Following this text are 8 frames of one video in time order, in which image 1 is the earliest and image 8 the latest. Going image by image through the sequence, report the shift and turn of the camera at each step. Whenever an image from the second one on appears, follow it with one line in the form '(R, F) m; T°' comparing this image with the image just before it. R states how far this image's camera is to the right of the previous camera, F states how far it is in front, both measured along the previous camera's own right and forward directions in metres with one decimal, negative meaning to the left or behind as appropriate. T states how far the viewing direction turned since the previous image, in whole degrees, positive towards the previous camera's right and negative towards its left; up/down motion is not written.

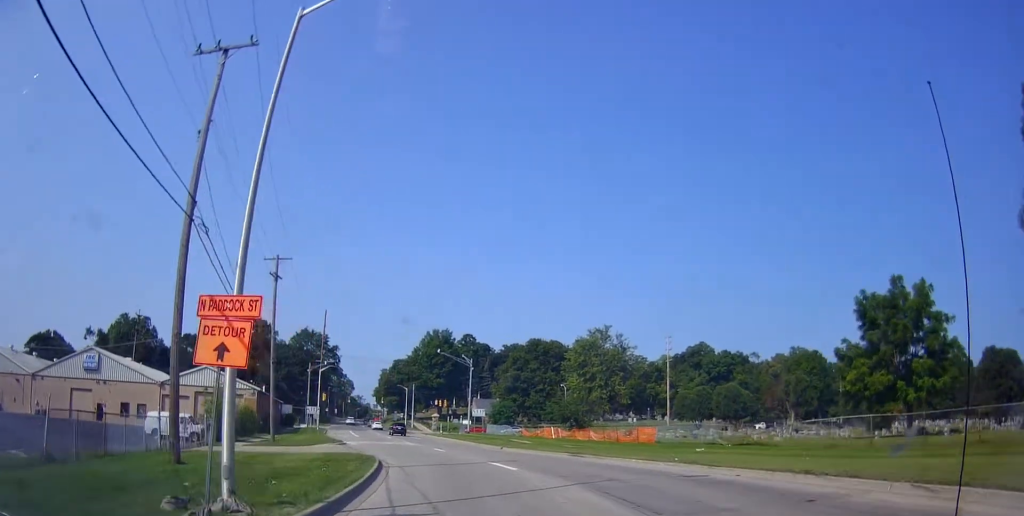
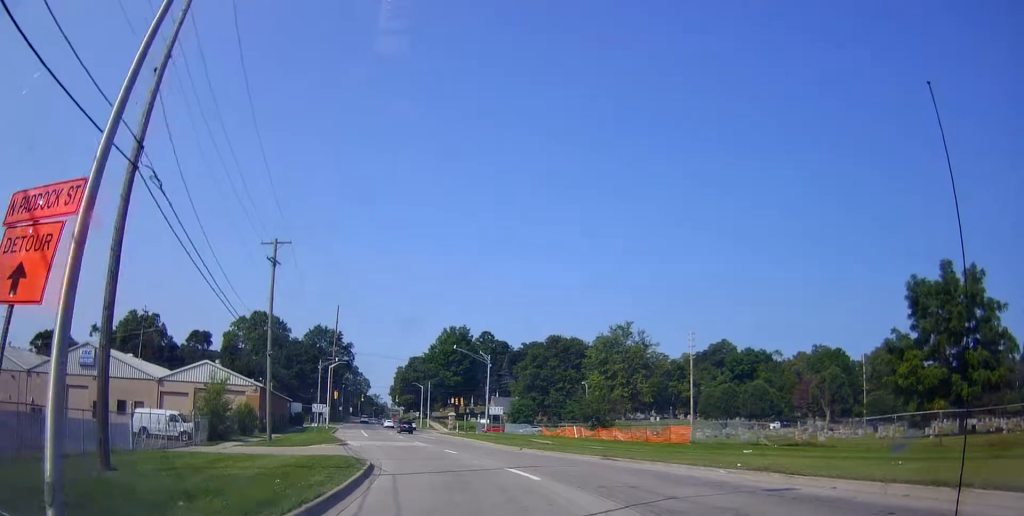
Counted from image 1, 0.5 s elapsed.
(+0.3, +4.3) m; 0°
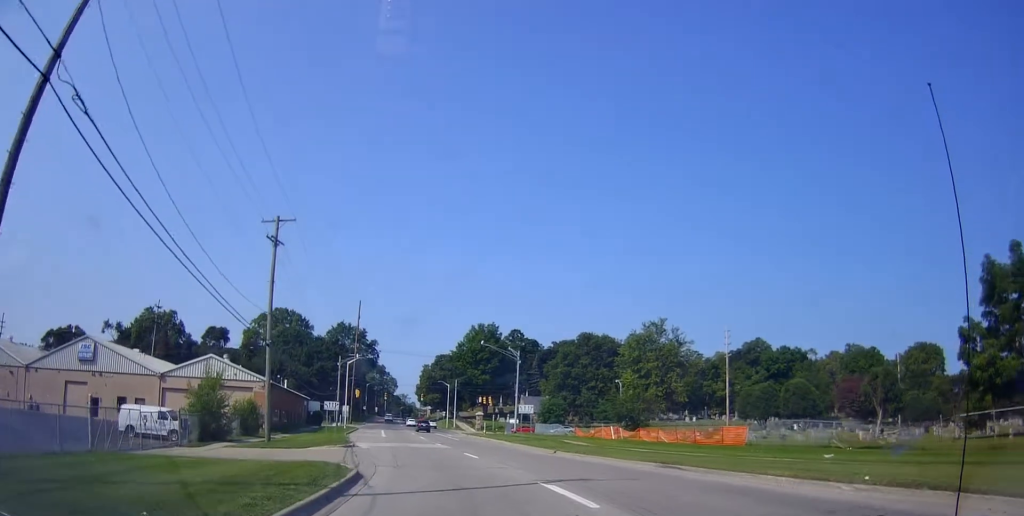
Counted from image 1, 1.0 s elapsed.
(+0.3, +5.2) m; -1°
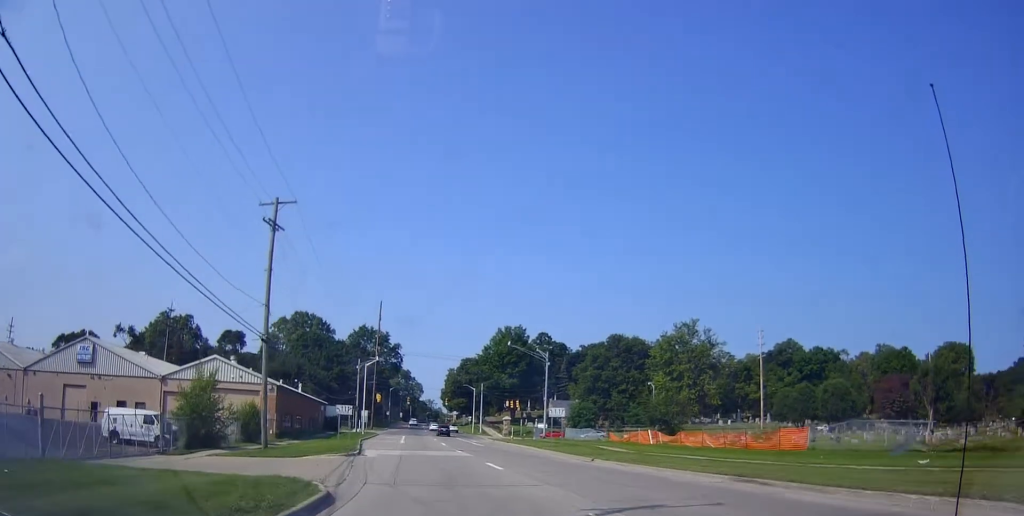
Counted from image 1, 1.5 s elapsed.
(-0.3, +4.7) m; -5°
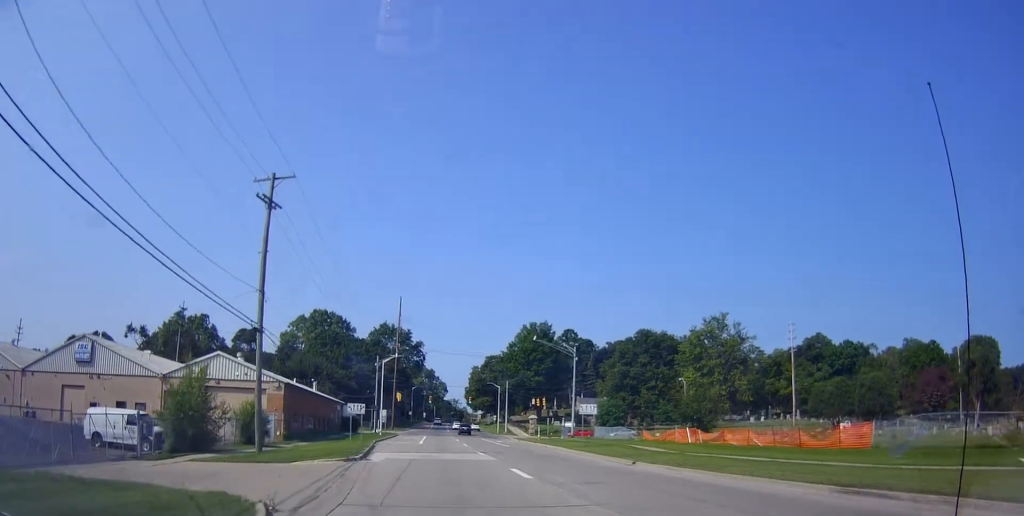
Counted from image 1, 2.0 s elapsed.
(+0.1, +4.1) m; -4°
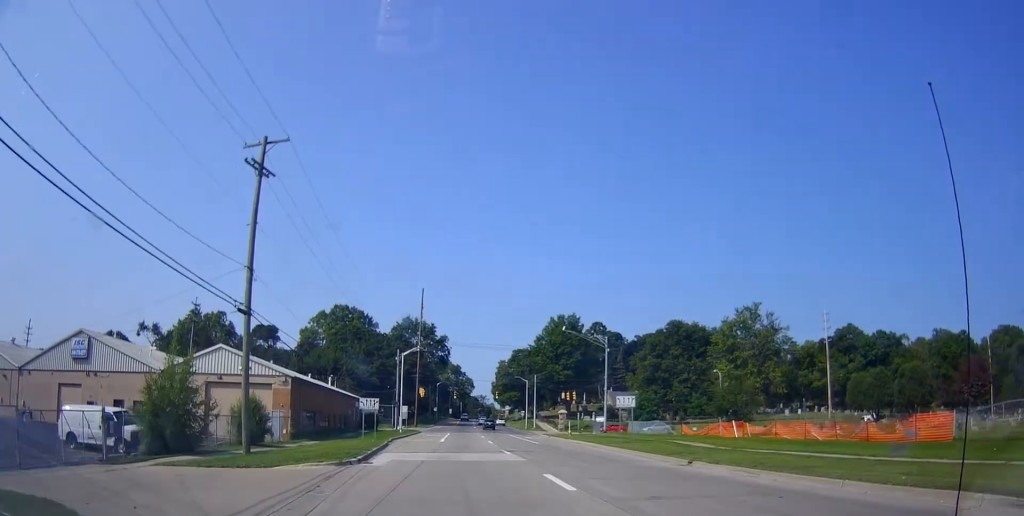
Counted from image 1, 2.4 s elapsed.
(-0.4, +4.5) m; -2°
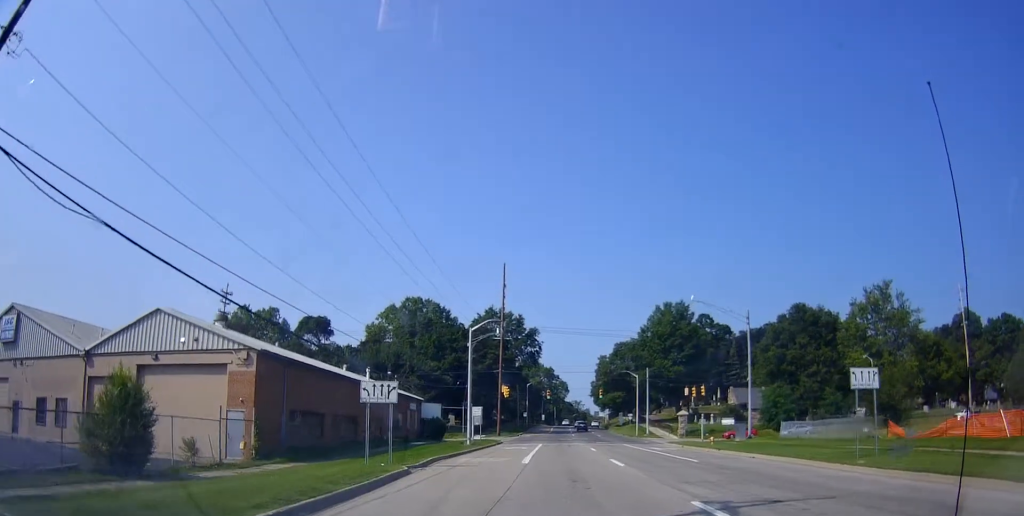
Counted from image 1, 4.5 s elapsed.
(-1.4, +21.0) m; -6°
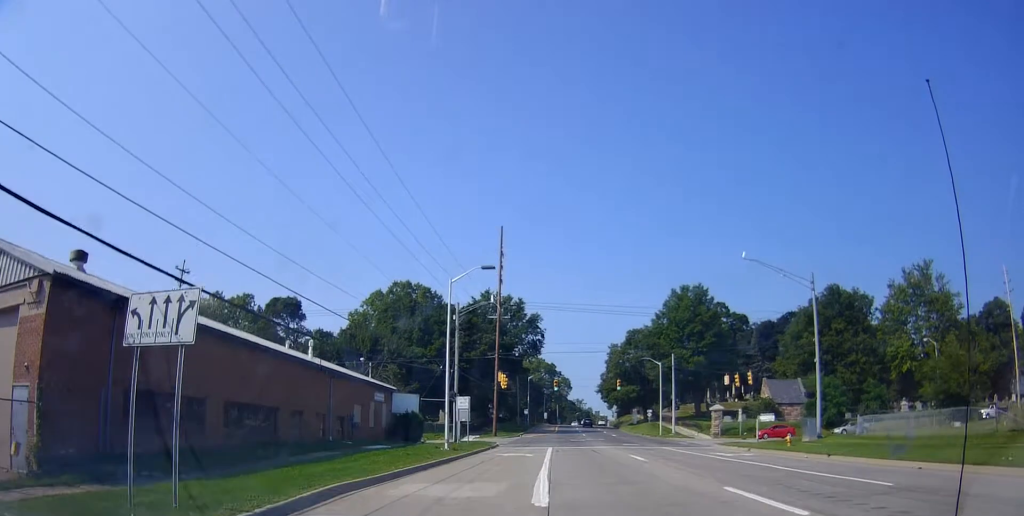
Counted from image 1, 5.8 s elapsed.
(-0.2, +14.1) m; -1°
